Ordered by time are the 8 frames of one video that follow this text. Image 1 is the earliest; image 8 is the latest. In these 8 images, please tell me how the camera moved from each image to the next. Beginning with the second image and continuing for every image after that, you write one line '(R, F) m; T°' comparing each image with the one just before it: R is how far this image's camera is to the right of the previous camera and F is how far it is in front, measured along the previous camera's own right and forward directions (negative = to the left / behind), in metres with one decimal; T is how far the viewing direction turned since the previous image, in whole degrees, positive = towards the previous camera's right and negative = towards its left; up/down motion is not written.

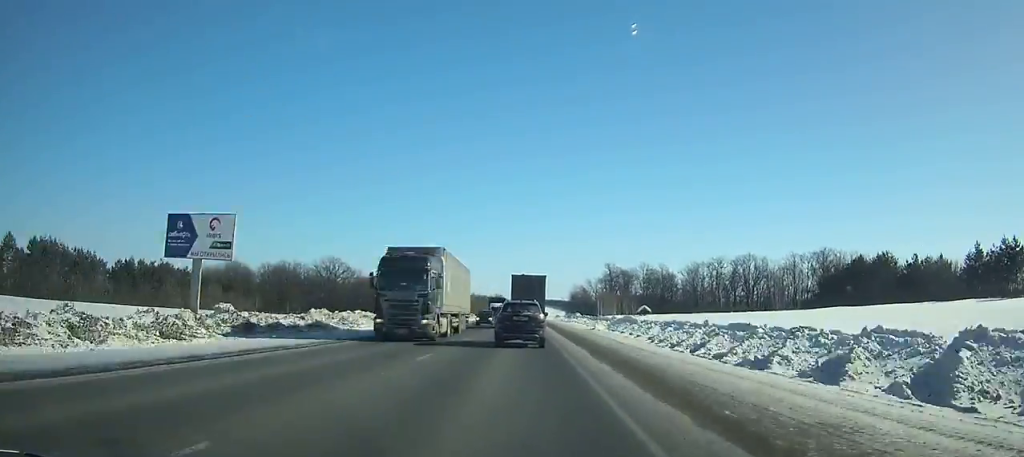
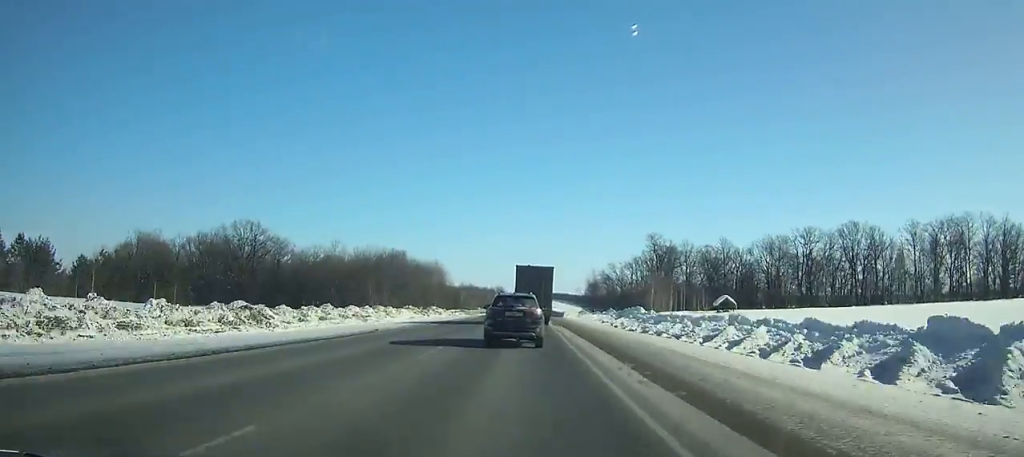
(-0.2, +56.9) m; 0°
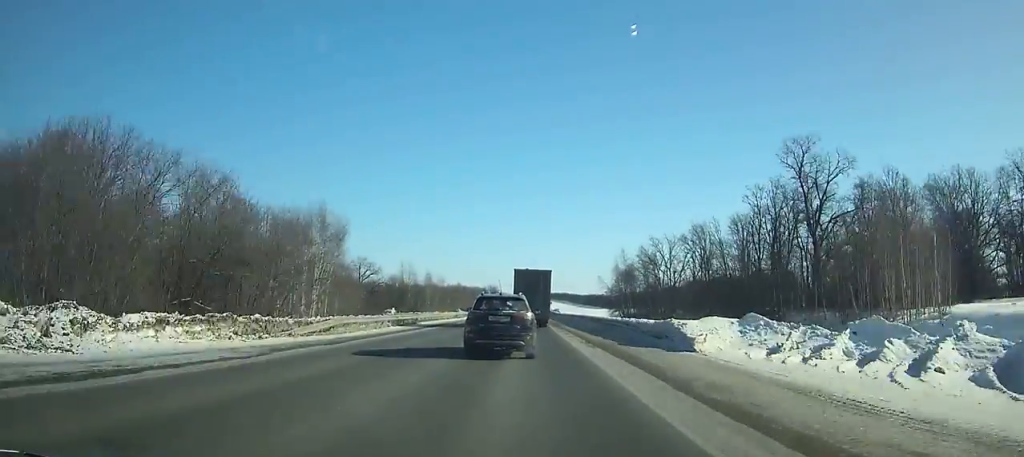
(-0.1, +69.3) m; 0°
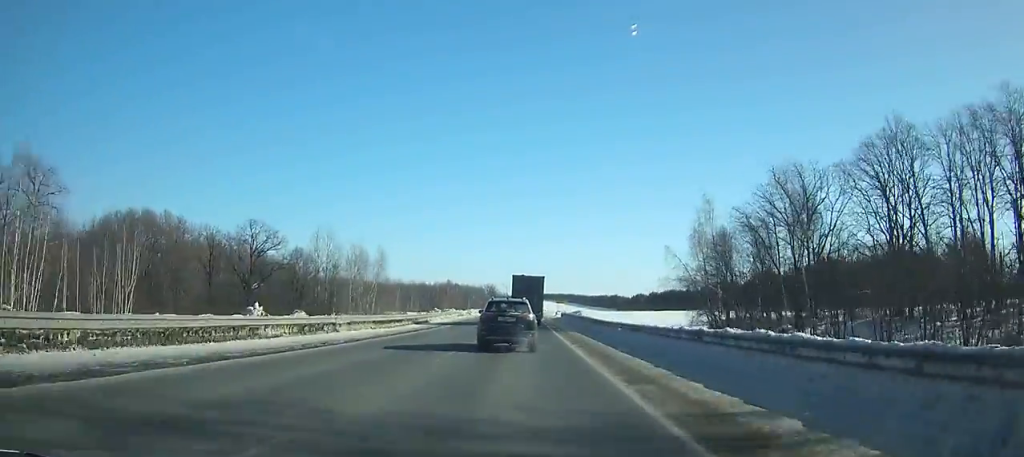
(+0.2, +65.9) m; 0°
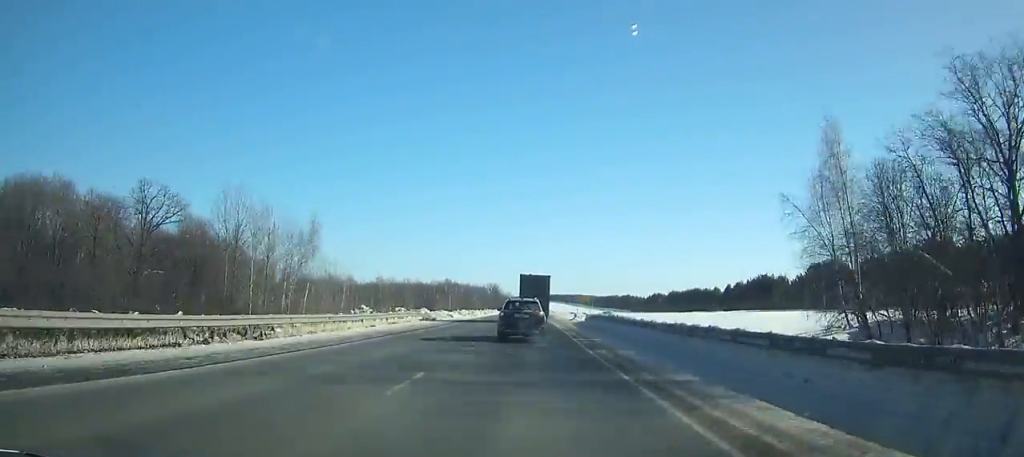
(-0.2, +32.1) m; 0°
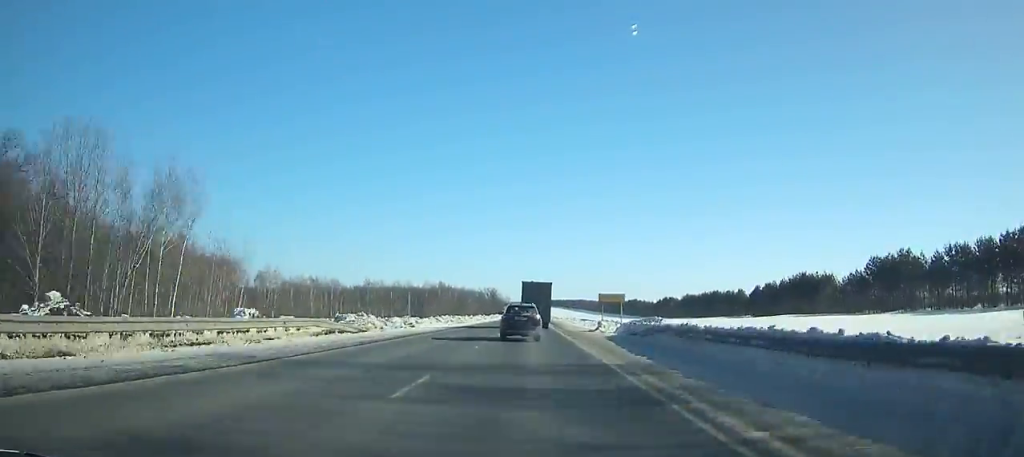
(-0.1, +24.4) m; 0°
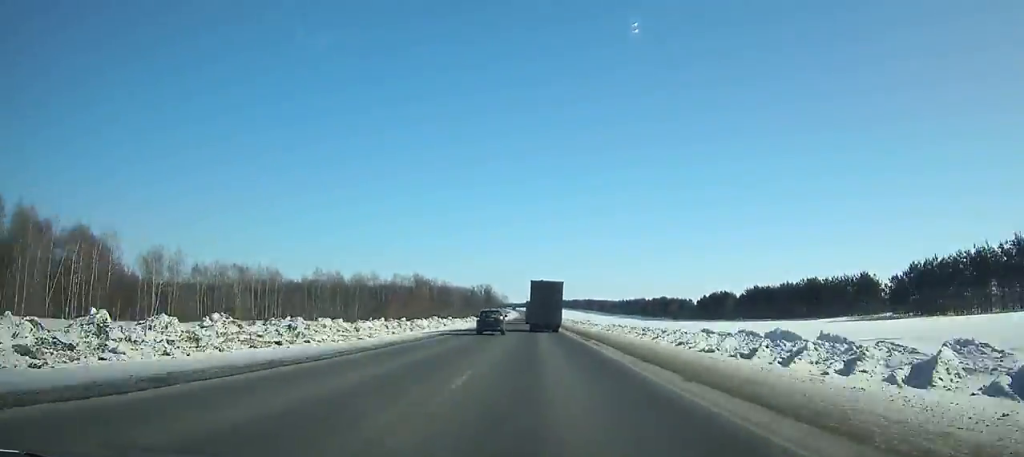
(+0.2, +71.7) m; 0°
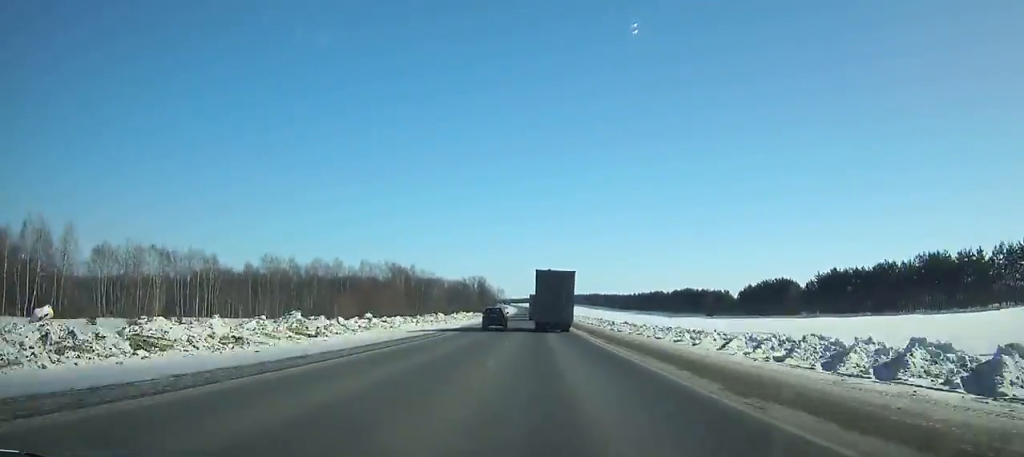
(+0.2, +43.7) m; 0°
